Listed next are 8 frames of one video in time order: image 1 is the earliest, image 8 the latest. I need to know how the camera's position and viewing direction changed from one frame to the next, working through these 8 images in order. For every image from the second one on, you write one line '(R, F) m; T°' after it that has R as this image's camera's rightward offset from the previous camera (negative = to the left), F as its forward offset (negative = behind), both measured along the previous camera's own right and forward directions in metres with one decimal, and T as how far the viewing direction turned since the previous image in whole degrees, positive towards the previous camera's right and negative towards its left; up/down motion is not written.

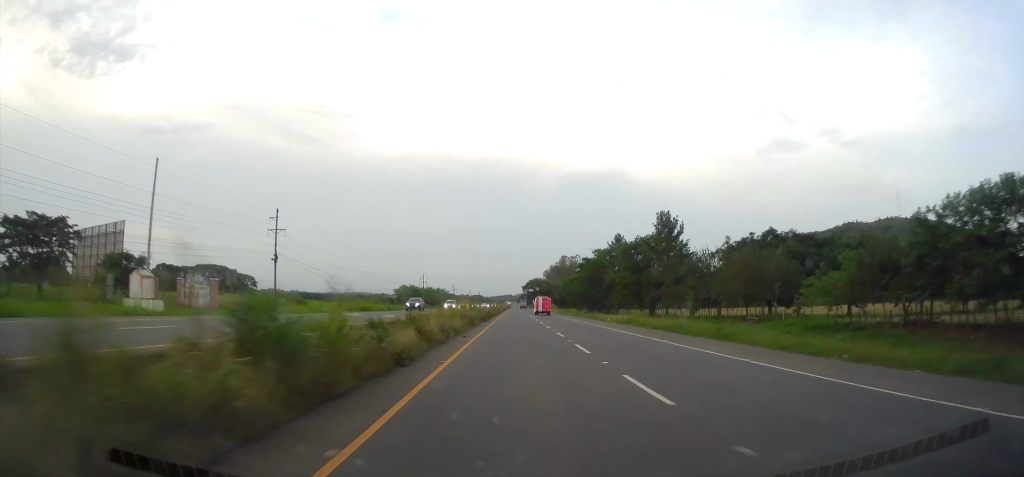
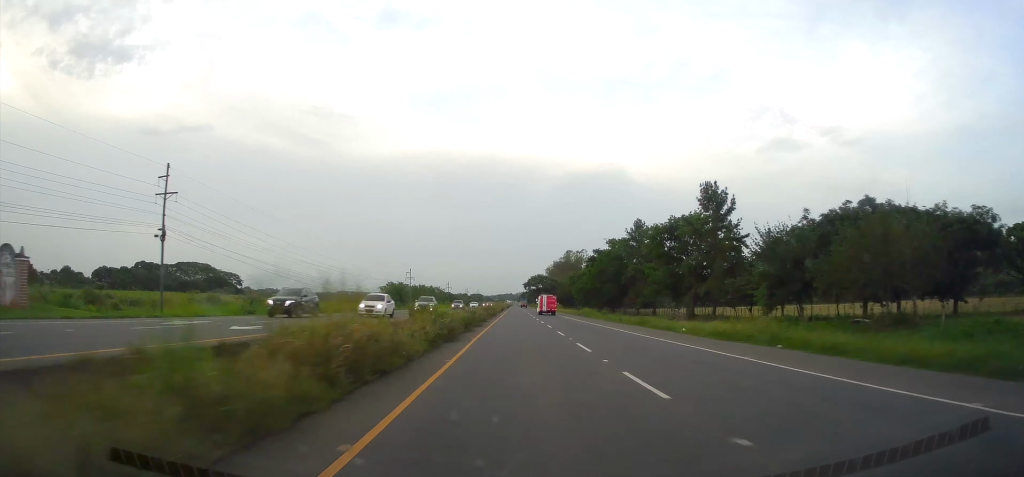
(-0.3, +24.1) m; 0°
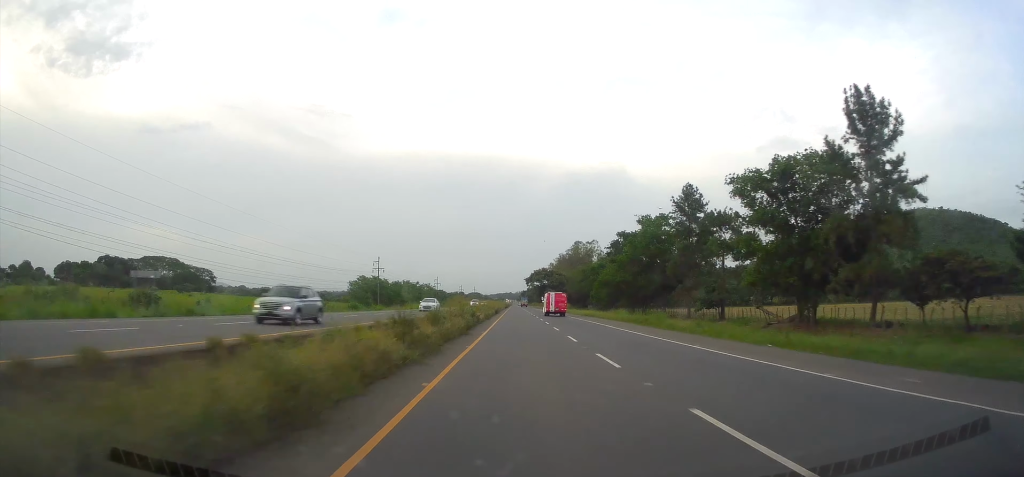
(+0.3, +36.2) m; 0°
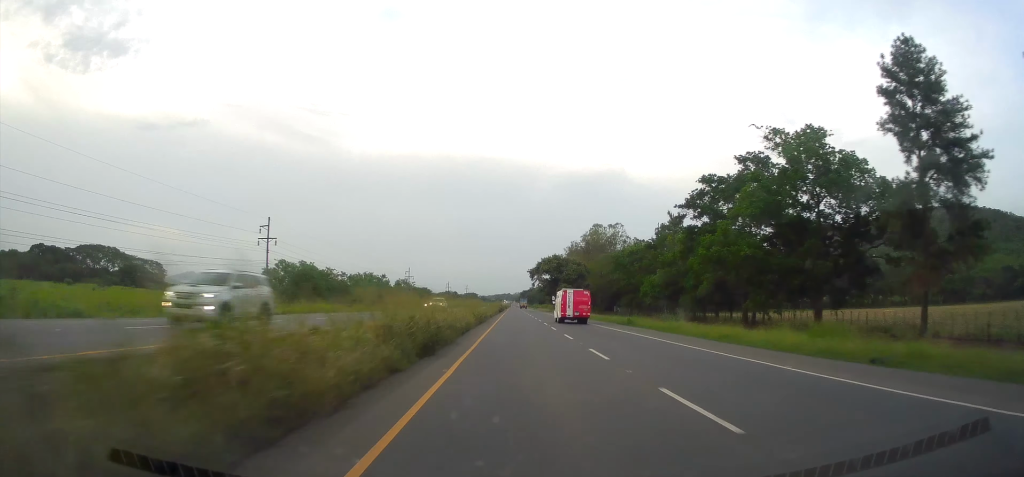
(+0.3, +55.7) m; 0°
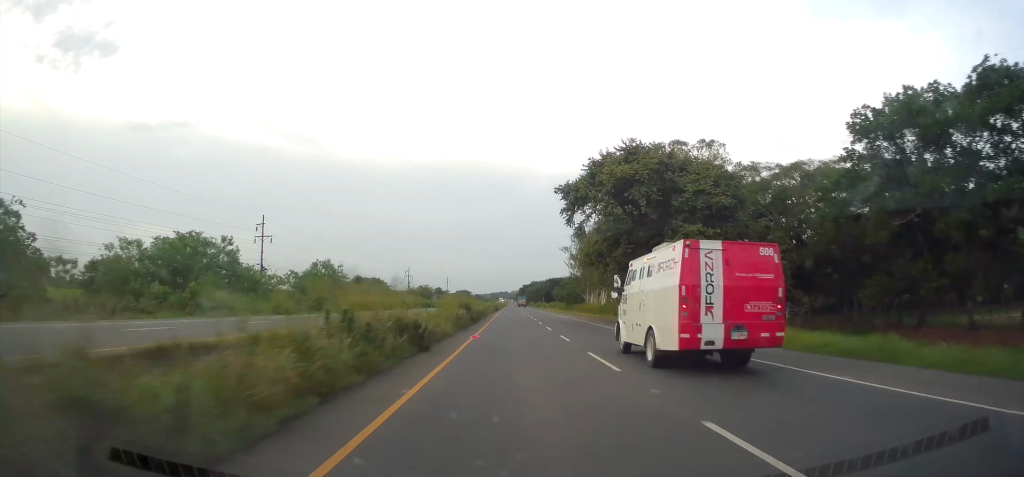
(-0.4, +92.2) m; +1°
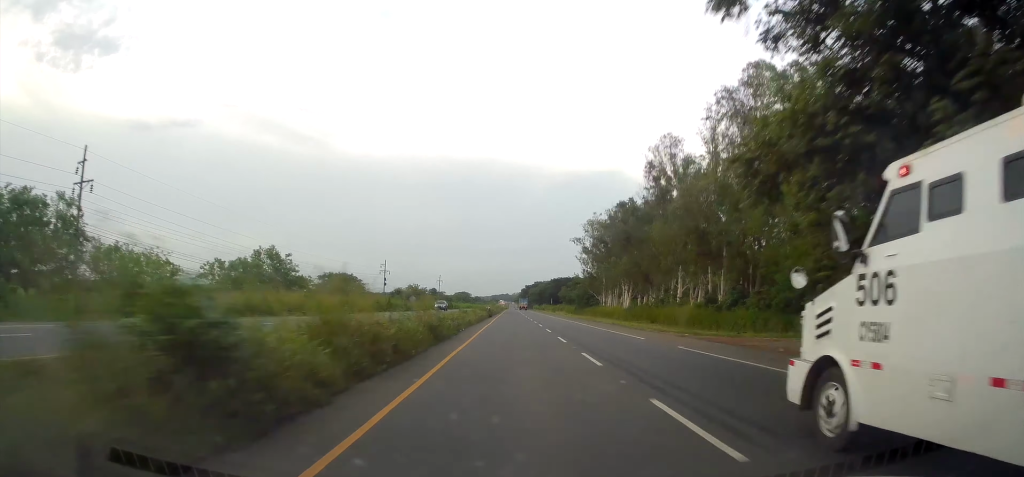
(+0.5, +31.4) m; 0°
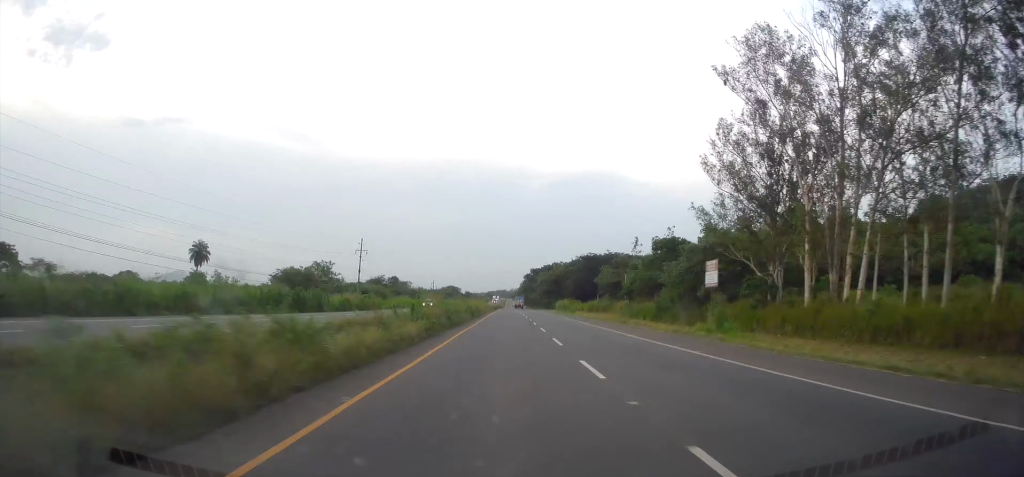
(-0.7, +118.1) m; 0°
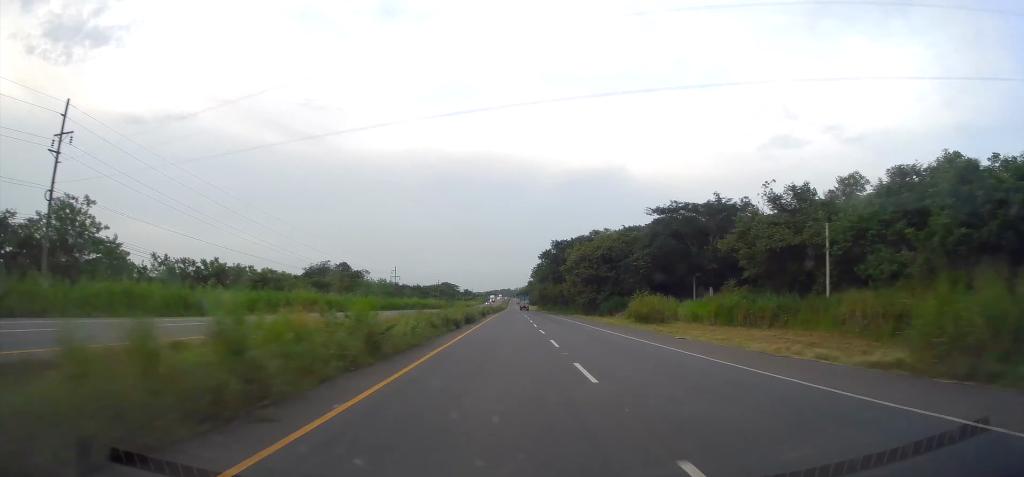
(+0.5, +82.1) m; 0°
